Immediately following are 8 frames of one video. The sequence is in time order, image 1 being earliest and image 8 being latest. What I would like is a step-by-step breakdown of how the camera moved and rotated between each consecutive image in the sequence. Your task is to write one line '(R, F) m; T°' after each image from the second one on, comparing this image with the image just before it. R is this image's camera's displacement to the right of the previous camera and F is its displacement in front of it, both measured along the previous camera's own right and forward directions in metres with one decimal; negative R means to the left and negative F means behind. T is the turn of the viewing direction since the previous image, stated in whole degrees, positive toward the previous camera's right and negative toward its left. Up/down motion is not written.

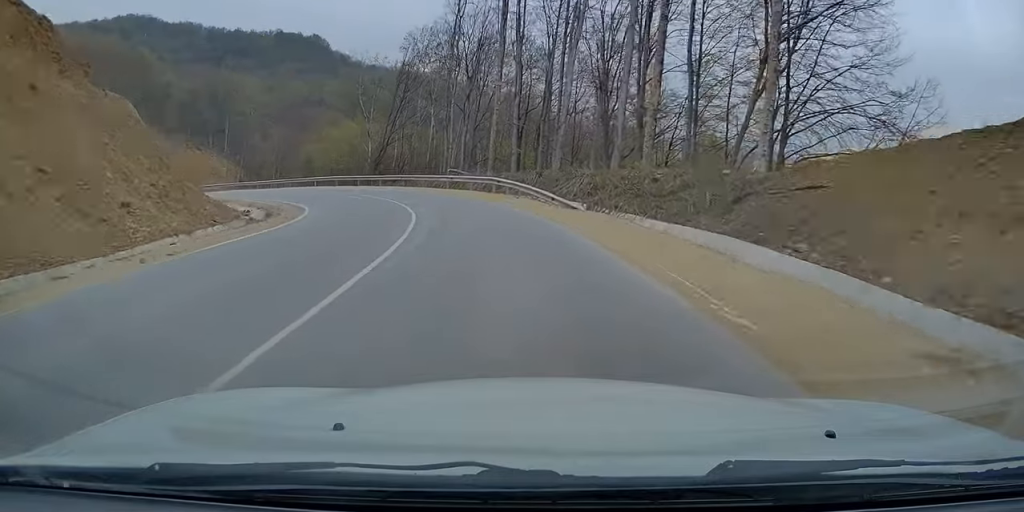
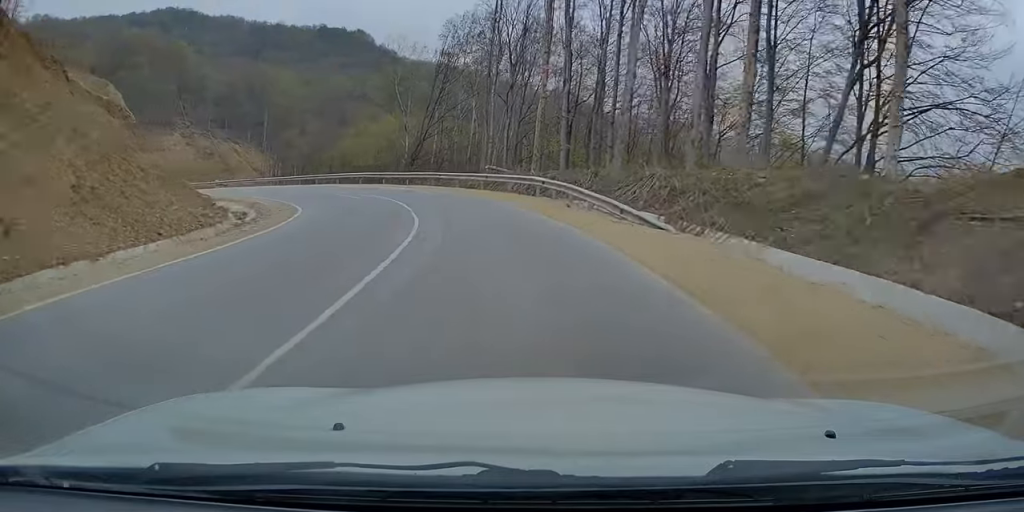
(-0.8, +7.0) m; -6°
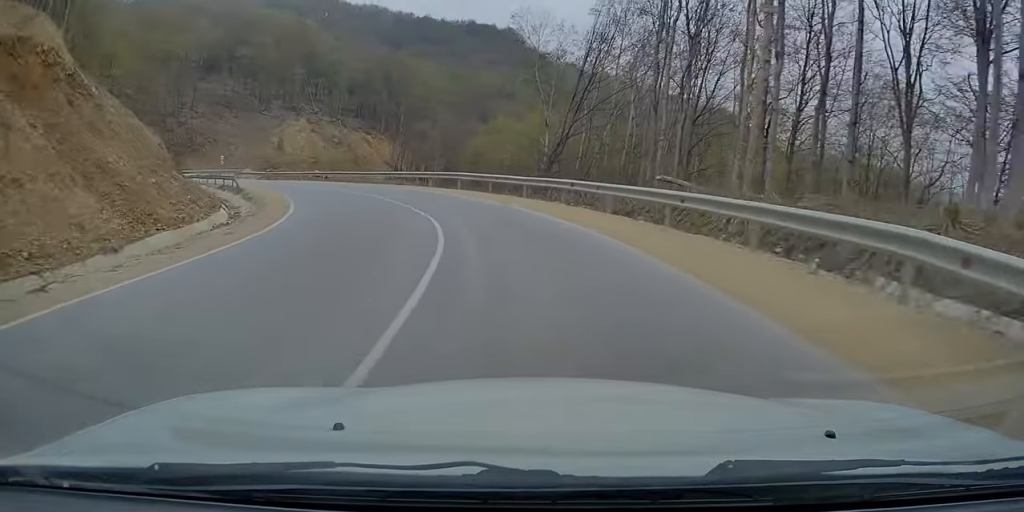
(-2.2, +17.2) m; -15°
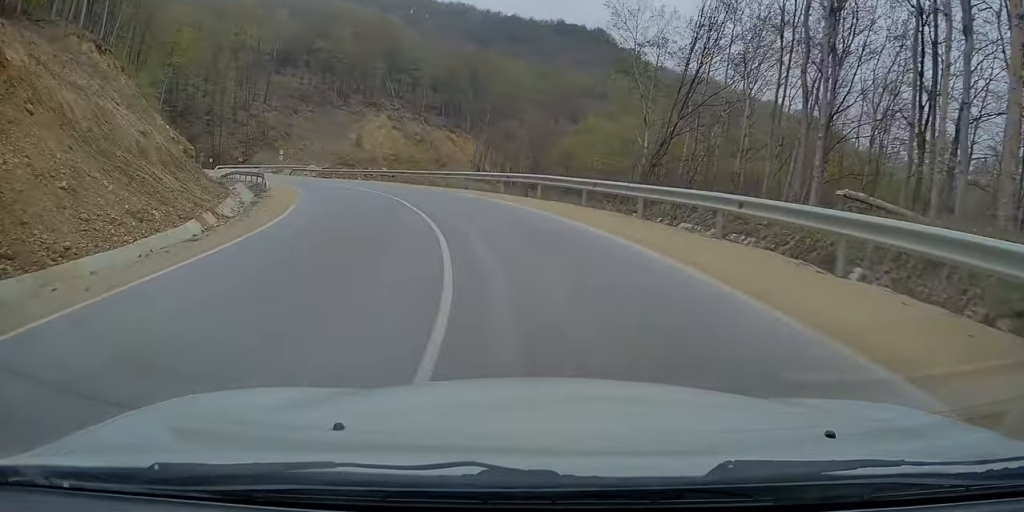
(-0.4, +9.3) m; -8°
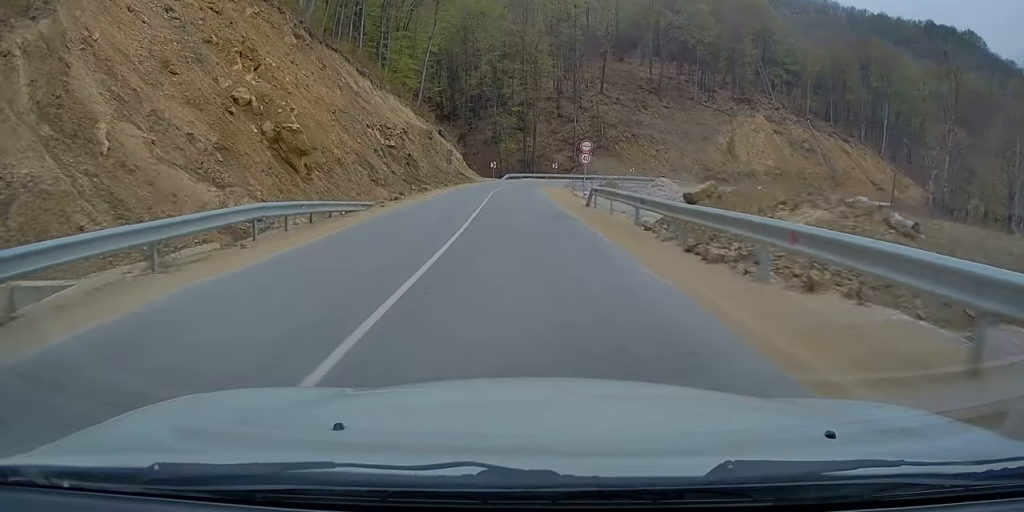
(-13.9, +46.9) m; -27°
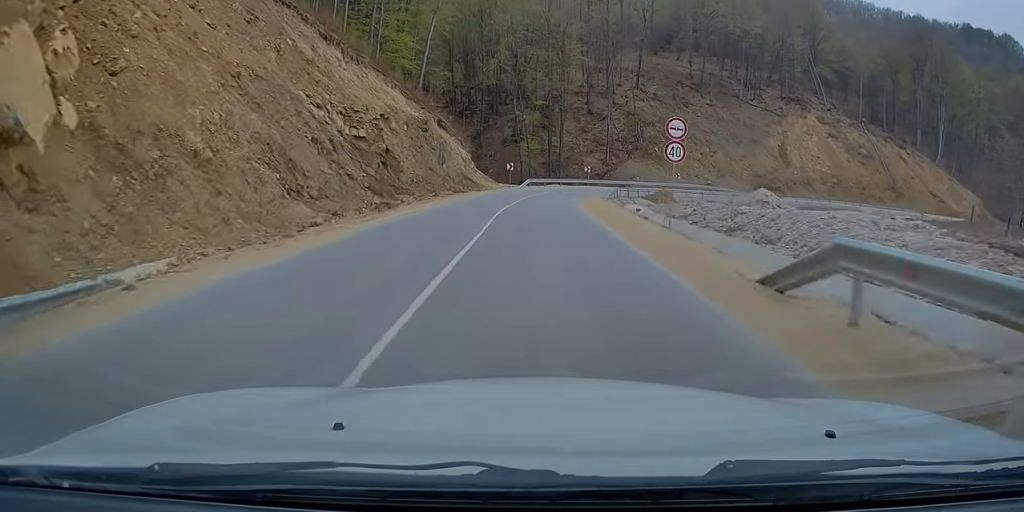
(-0.5, +17.3) m; 0°
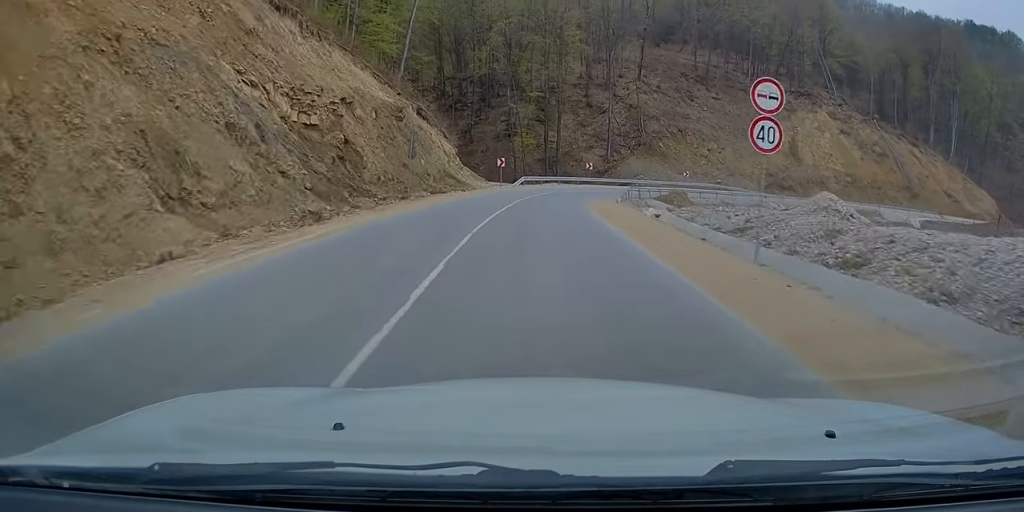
(-0.2, +8.0) m; +2°
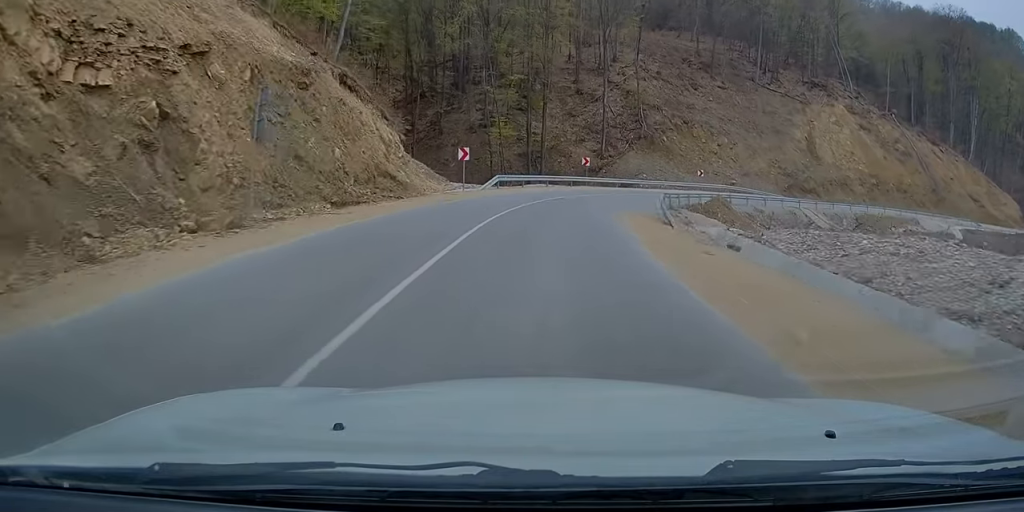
(+0.9, +15.5) m; +5°
